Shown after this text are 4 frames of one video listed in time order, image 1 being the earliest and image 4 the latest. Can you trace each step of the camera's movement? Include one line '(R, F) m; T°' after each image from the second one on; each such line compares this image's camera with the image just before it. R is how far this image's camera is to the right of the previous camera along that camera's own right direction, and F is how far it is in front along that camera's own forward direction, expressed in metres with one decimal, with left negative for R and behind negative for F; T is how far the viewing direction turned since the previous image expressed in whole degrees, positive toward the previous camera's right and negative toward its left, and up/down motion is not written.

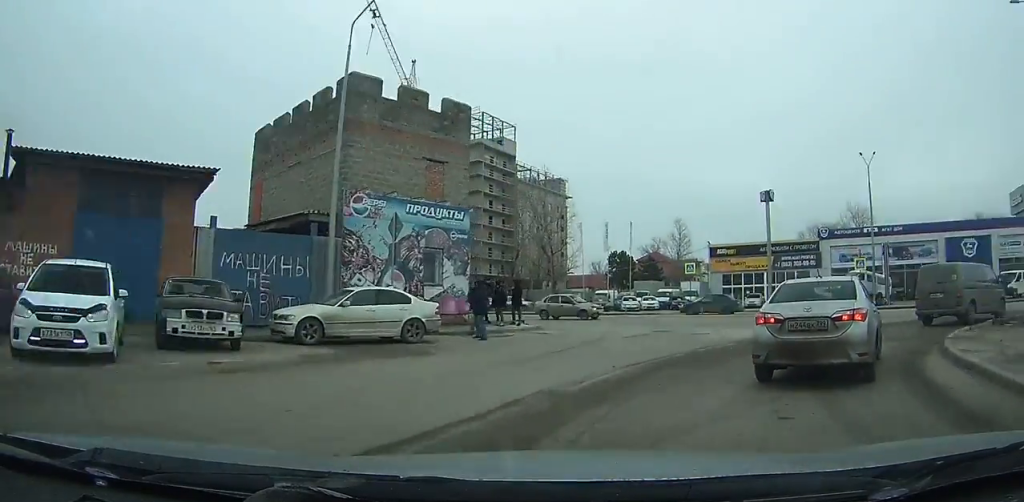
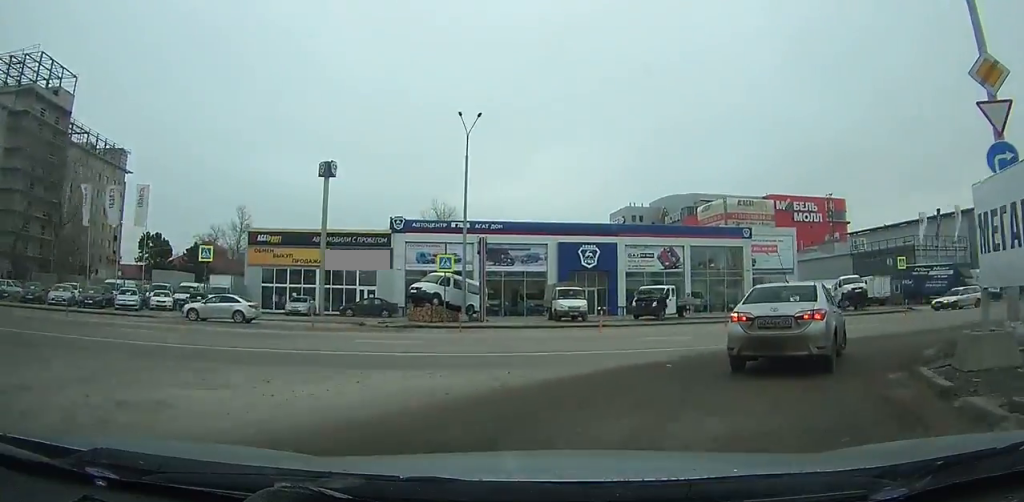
(+7.0, +14.5) m; +54°
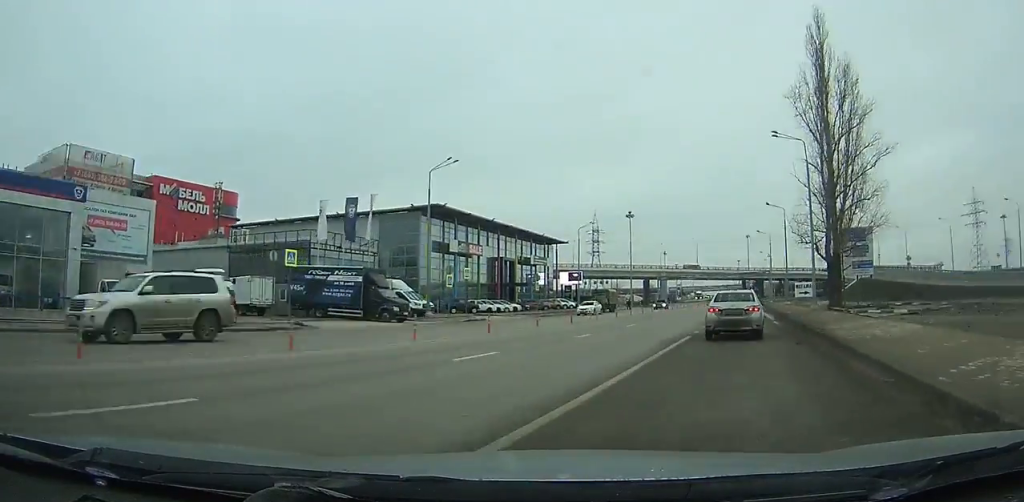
(+11.3, +19.6) m; +44°
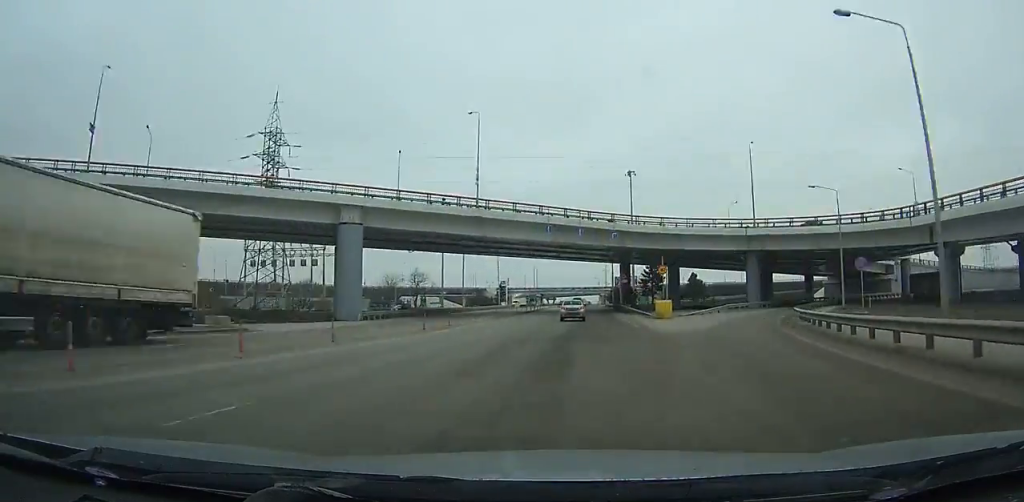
(+12.8, +153.4) m; +3°
